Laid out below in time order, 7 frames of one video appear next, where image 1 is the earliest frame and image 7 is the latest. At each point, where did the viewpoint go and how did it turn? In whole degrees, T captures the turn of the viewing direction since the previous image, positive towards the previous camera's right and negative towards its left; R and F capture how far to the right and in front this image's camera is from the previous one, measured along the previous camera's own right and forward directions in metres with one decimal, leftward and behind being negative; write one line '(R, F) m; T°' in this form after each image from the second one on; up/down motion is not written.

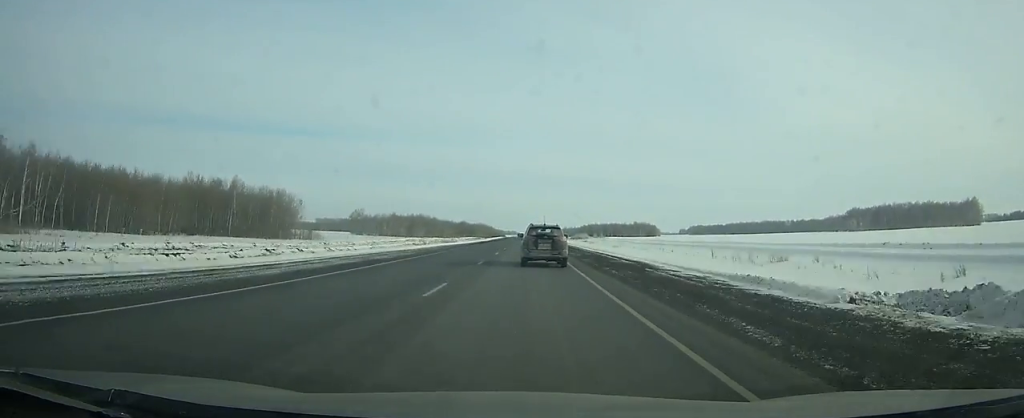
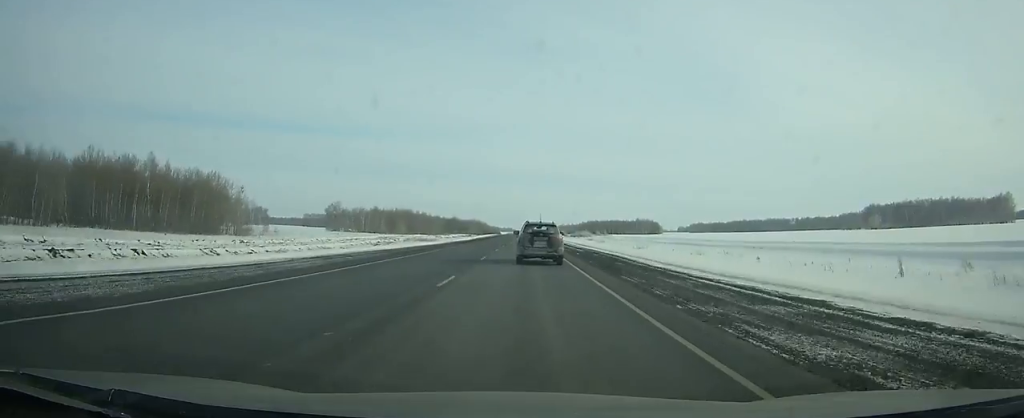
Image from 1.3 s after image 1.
(0.0, +36.1) m; 0°
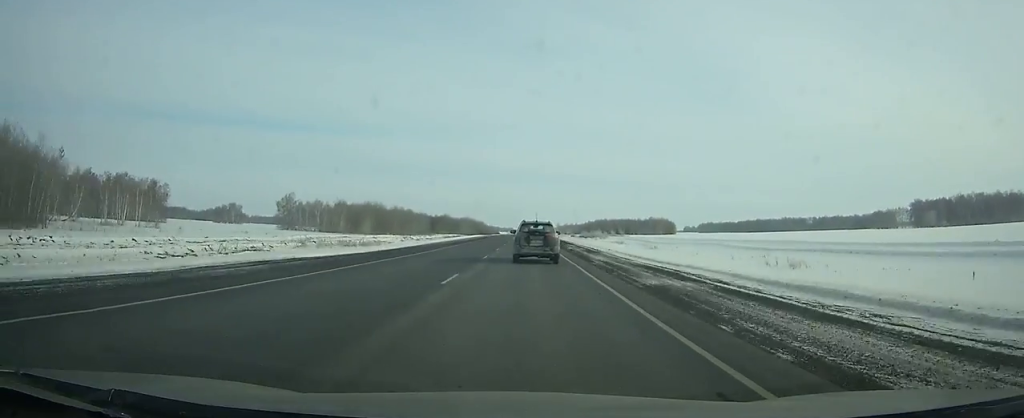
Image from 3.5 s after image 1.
(0.0, +60.8) m; 0°
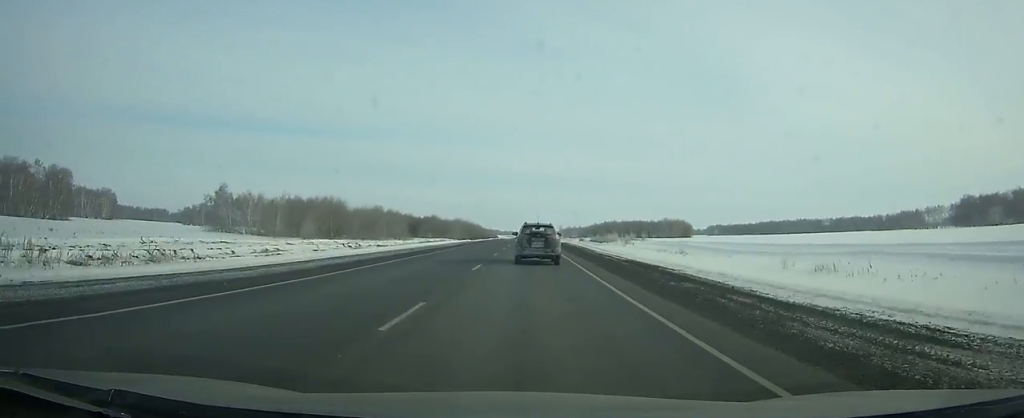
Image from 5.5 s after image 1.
(0.0, +54.6) m; 0°
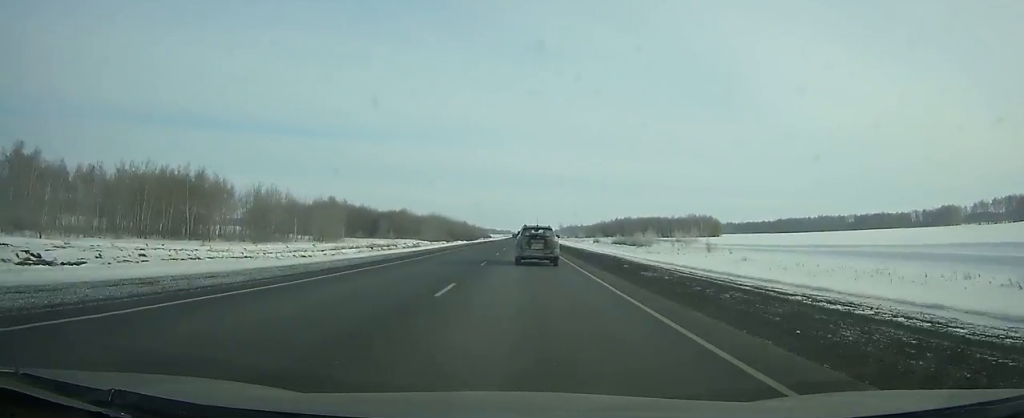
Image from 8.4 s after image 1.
(0.0, +78.1) m; 0°
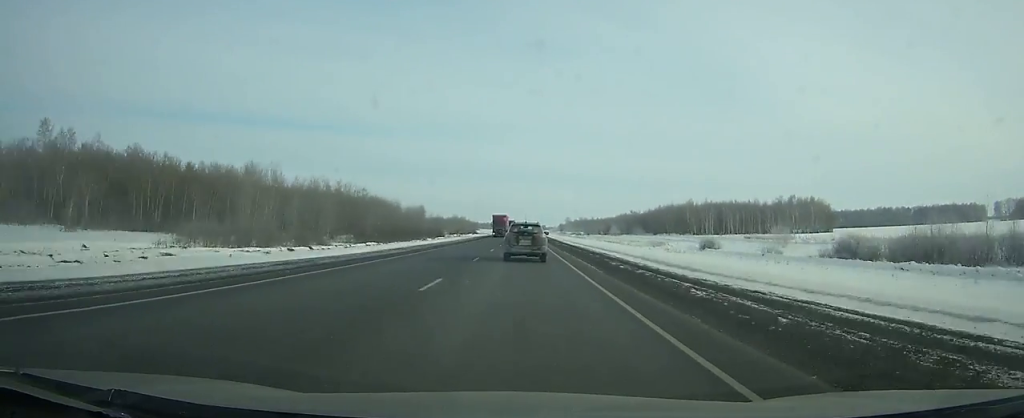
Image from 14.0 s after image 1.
(+0.3, +156.9) m; 0°
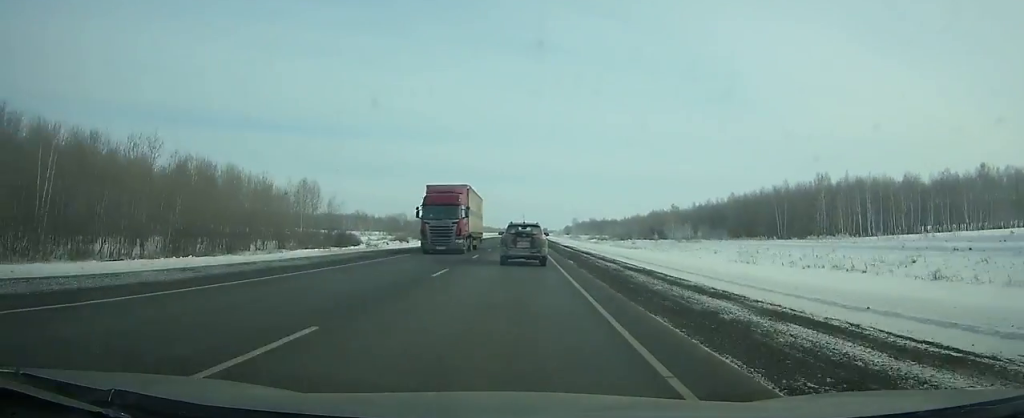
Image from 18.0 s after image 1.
(-0.1, +116.6) m; 0°
